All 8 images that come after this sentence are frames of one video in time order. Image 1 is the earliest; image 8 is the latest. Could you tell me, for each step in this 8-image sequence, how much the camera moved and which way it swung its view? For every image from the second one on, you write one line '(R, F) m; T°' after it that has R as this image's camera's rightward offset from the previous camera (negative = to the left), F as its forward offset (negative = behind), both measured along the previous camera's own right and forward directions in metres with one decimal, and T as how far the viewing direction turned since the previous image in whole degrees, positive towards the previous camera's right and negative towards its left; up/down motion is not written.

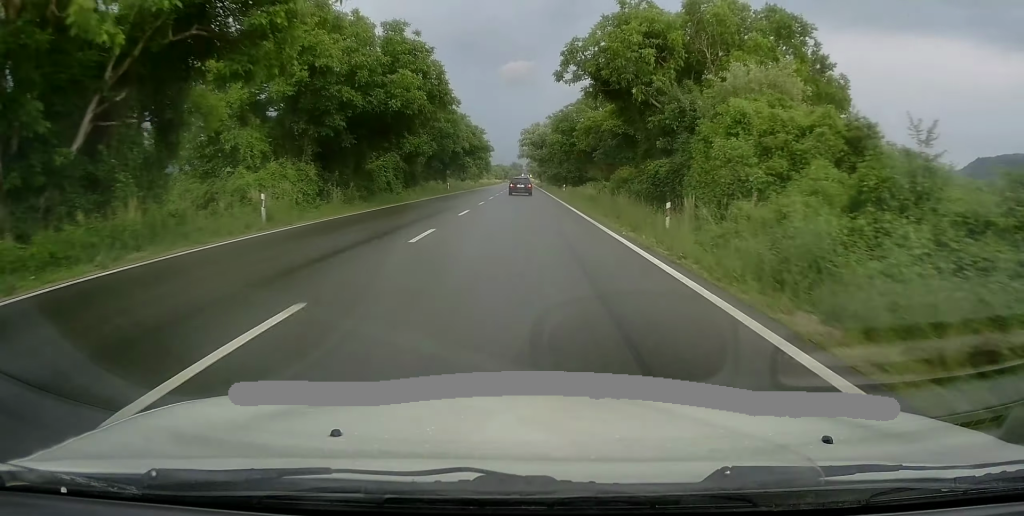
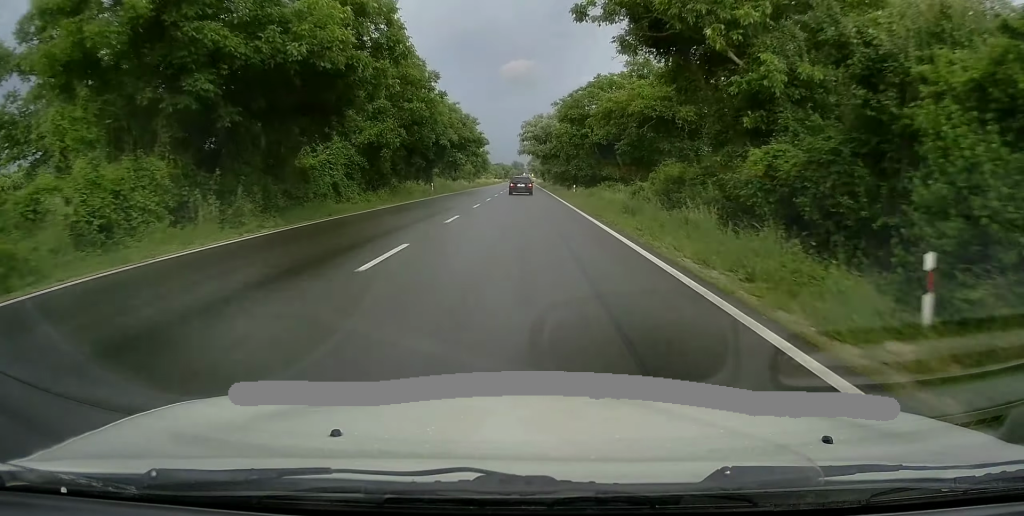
(-0.1, +12.5) m; -1°
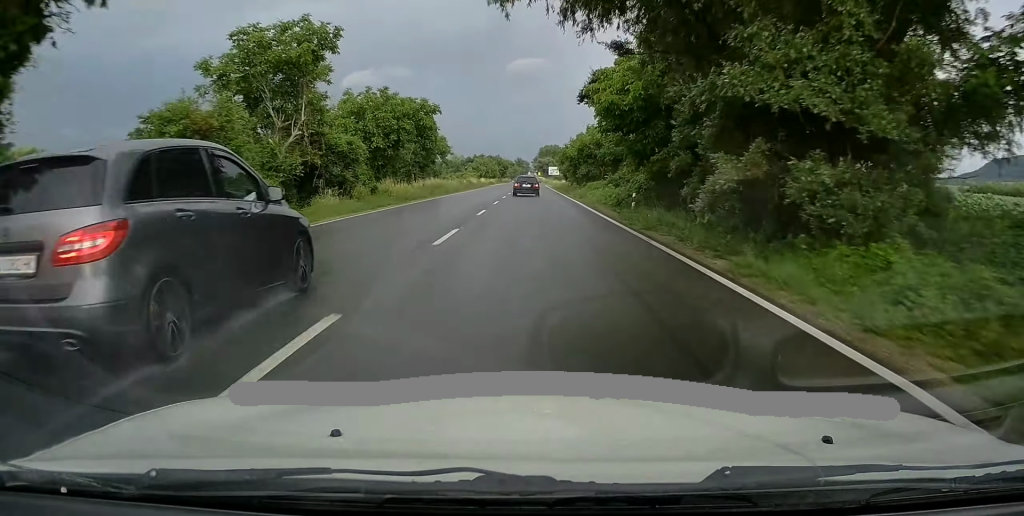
(-0.6, +76.5) m; 0°
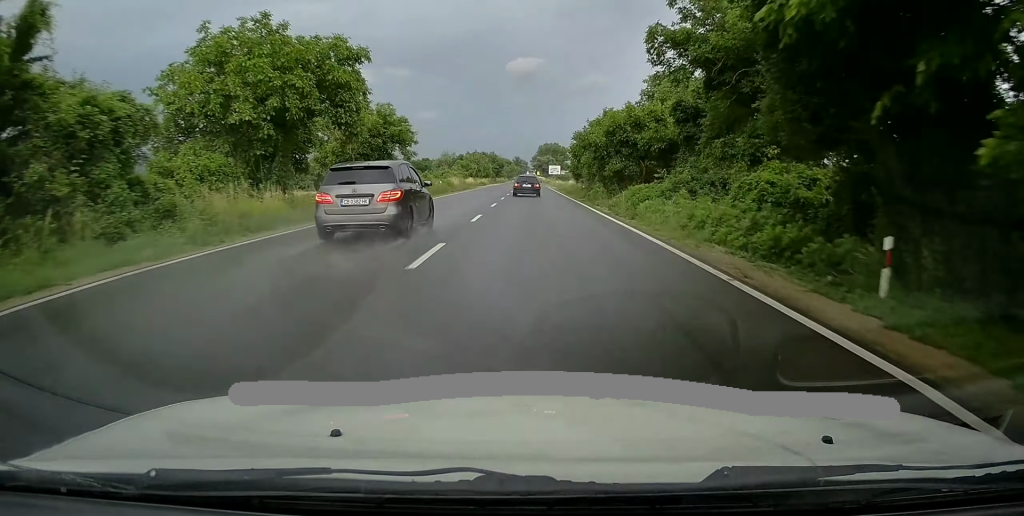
(+0.2, +20.7) m; 0°
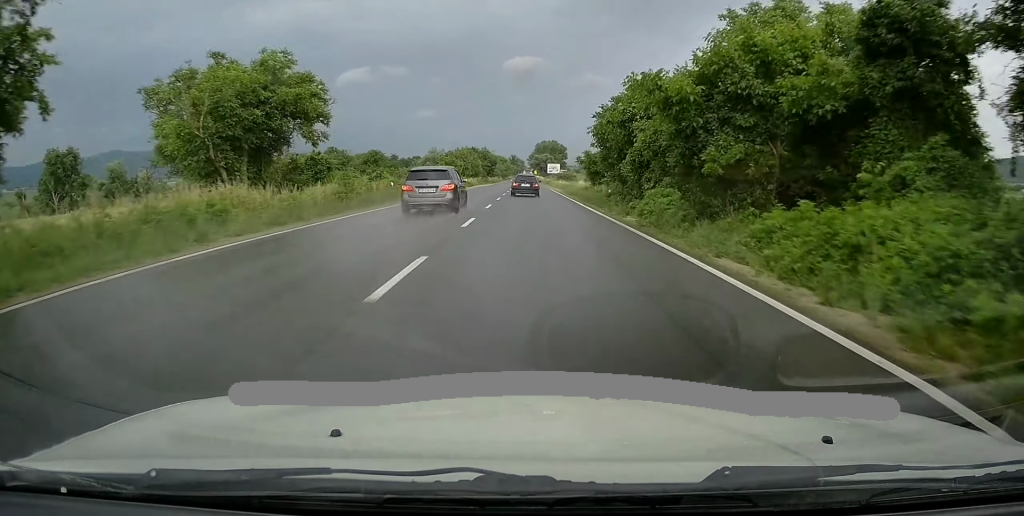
(-0.3, +19.8) m; 0°
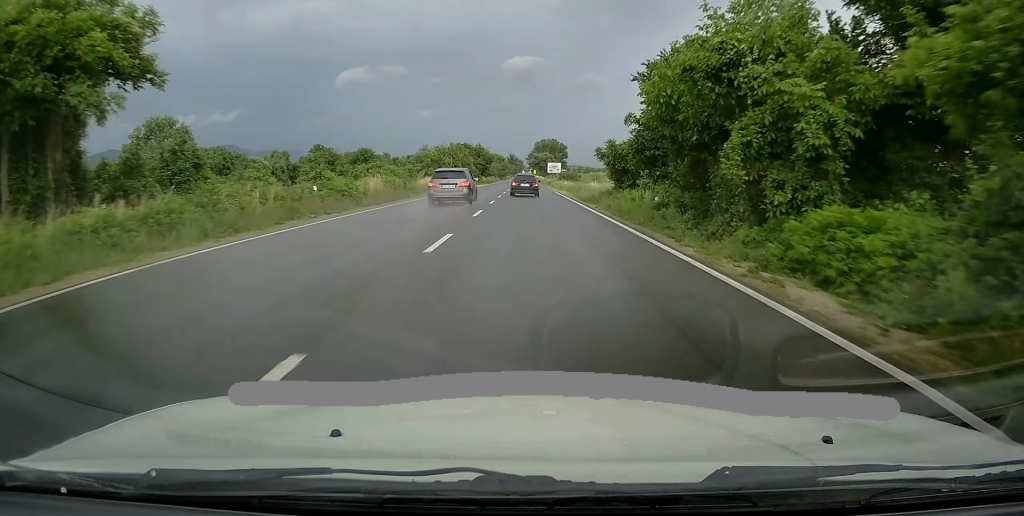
(+0.2, +13.9) m; 0°
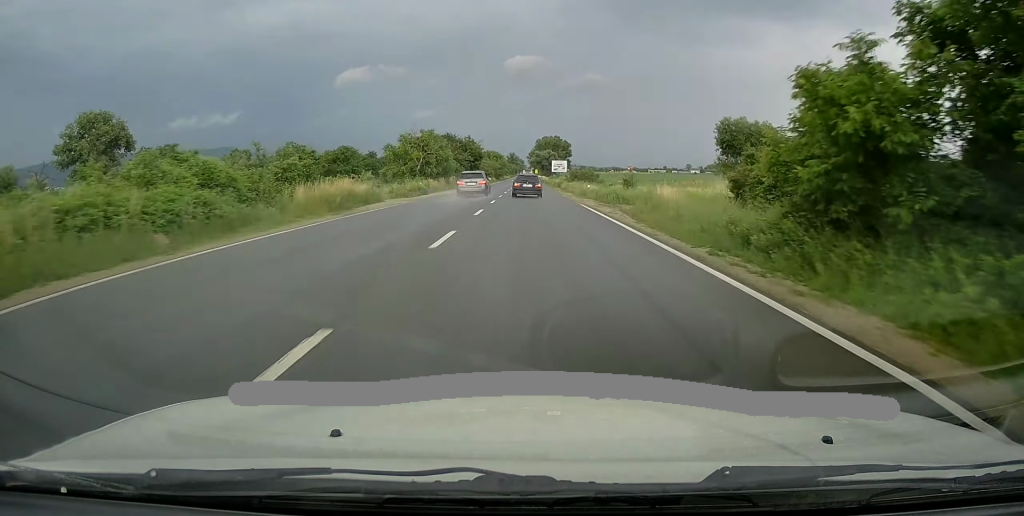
(-0.1, +26.3) m; 0°
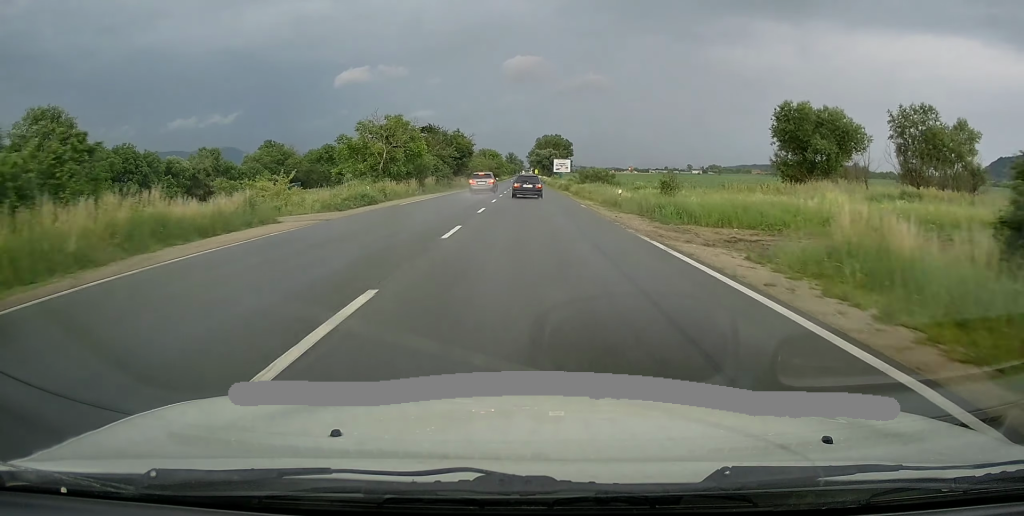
(0.0, +16.3) m; 0°
